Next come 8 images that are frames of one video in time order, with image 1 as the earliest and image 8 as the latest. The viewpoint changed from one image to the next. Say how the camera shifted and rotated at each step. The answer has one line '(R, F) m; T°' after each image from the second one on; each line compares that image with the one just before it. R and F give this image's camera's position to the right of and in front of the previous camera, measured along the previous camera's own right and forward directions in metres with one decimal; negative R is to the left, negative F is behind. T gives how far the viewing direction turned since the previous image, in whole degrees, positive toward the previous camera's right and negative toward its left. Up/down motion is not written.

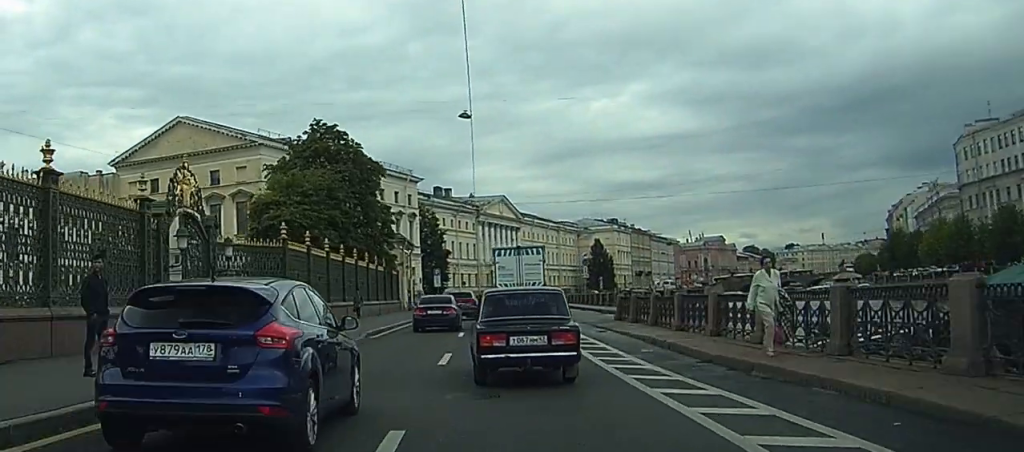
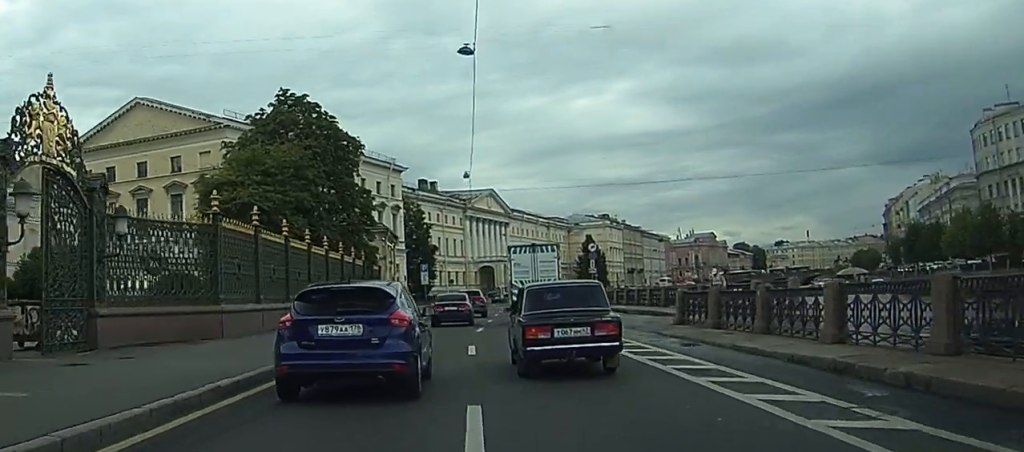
(-0.1, +9.9) m; -1°
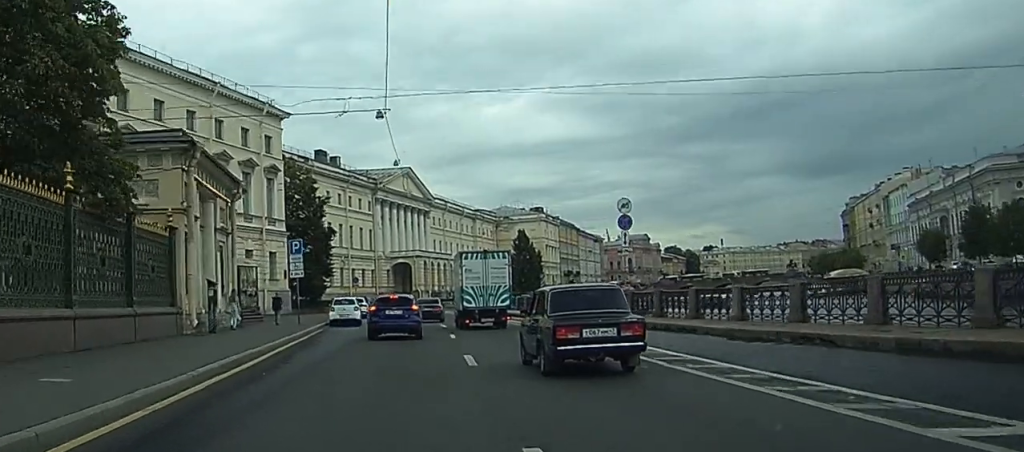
(+1.8, +38.2) m; +6°
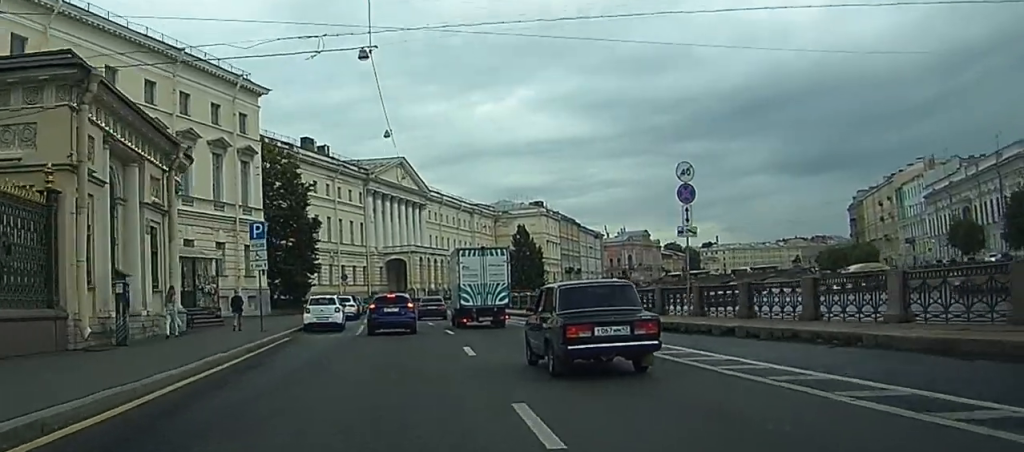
(+0.1, +9.6) m; 0°
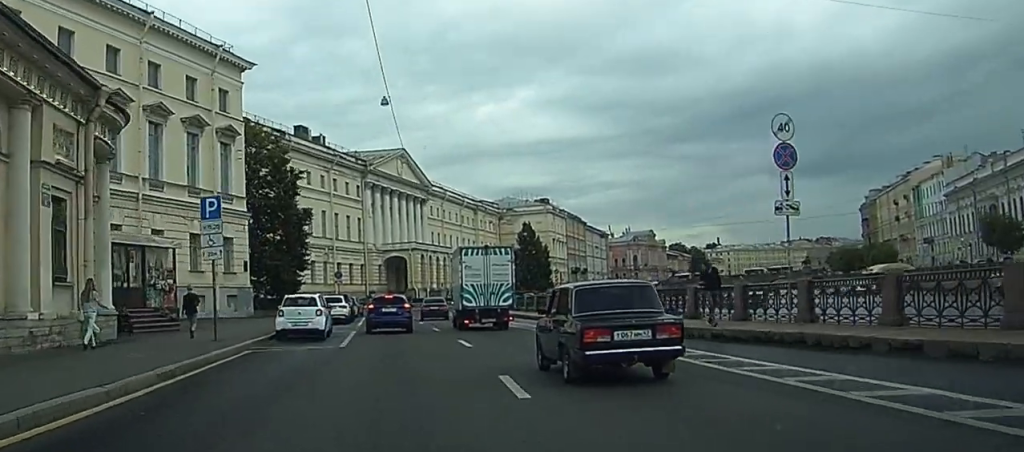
(0.0, +8.4) m; 0°
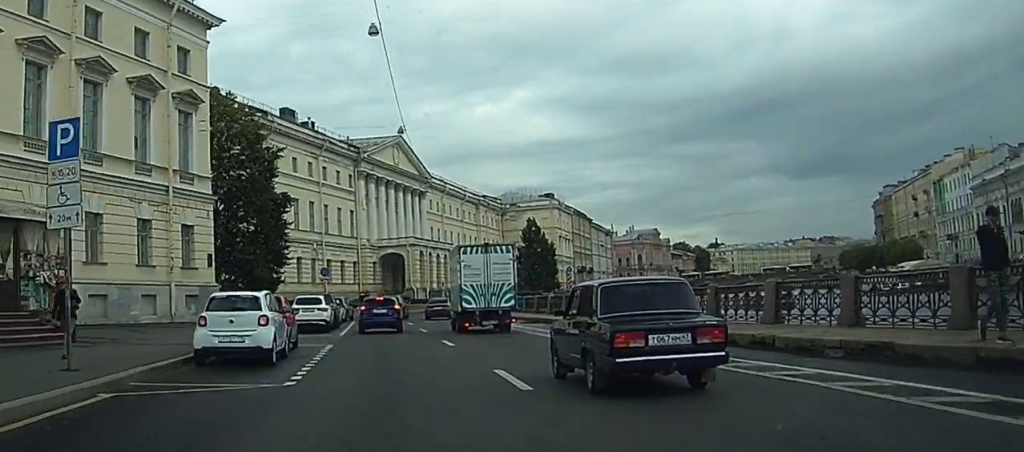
(0.0, +10.9) m; 0°
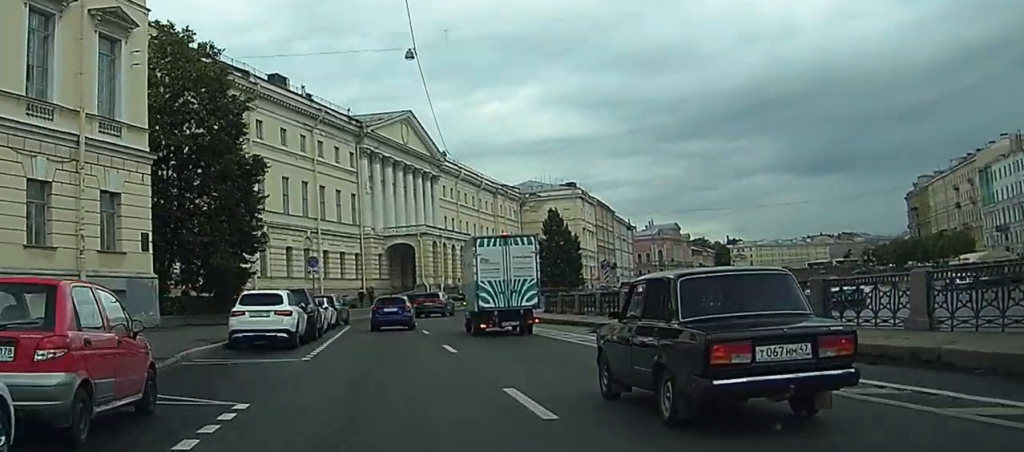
(0.0, +15.0) m; 0°
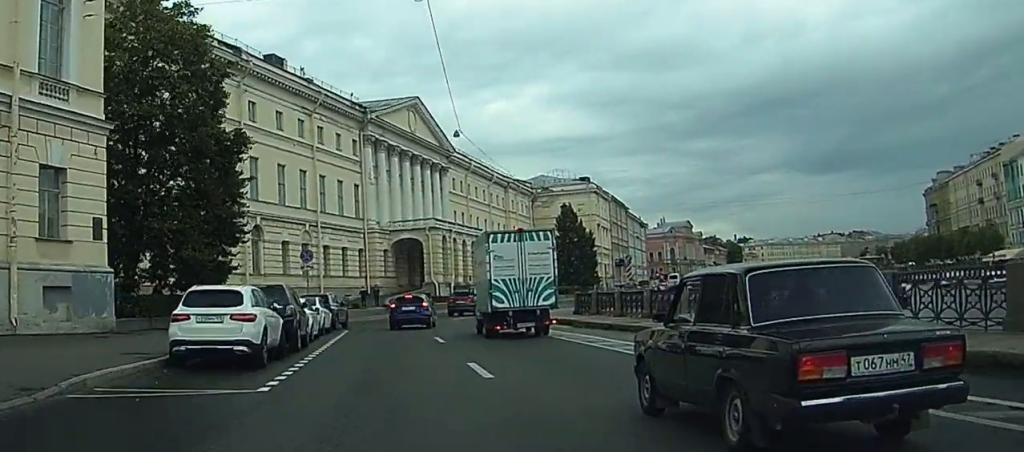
(0.0, +6.8) m; 0°
